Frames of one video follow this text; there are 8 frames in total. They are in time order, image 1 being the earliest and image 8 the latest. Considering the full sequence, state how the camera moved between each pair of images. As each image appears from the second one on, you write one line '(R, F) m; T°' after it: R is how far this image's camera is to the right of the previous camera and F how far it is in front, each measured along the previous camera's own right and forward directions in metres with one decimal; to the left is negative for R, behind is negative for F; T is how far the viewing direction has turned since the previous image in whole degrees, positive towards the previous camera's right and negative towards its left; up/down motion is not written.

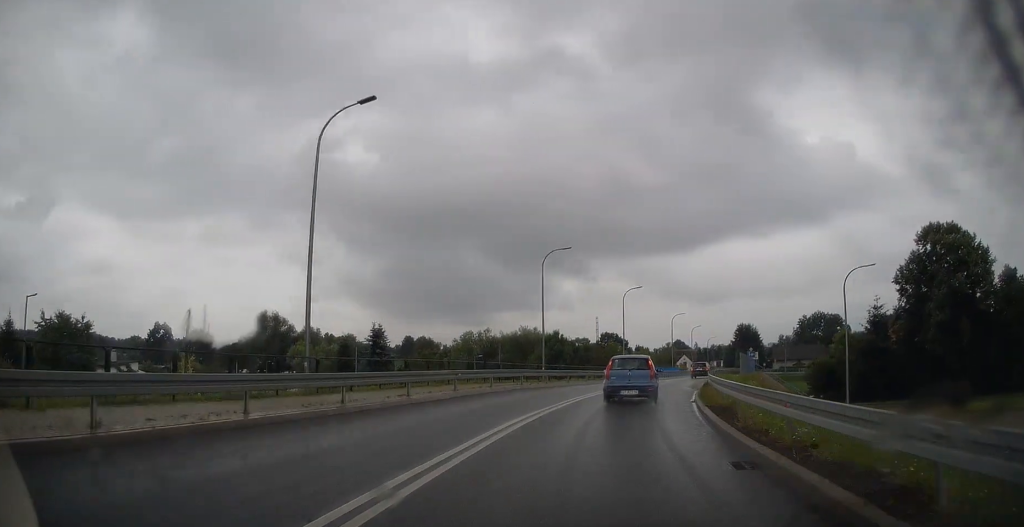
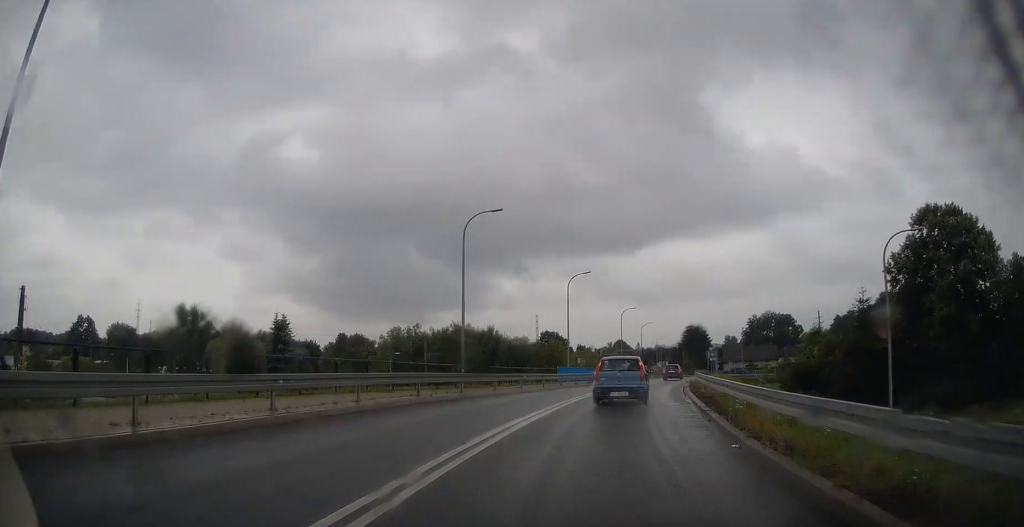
(+0.3, +10.6) m; +4°
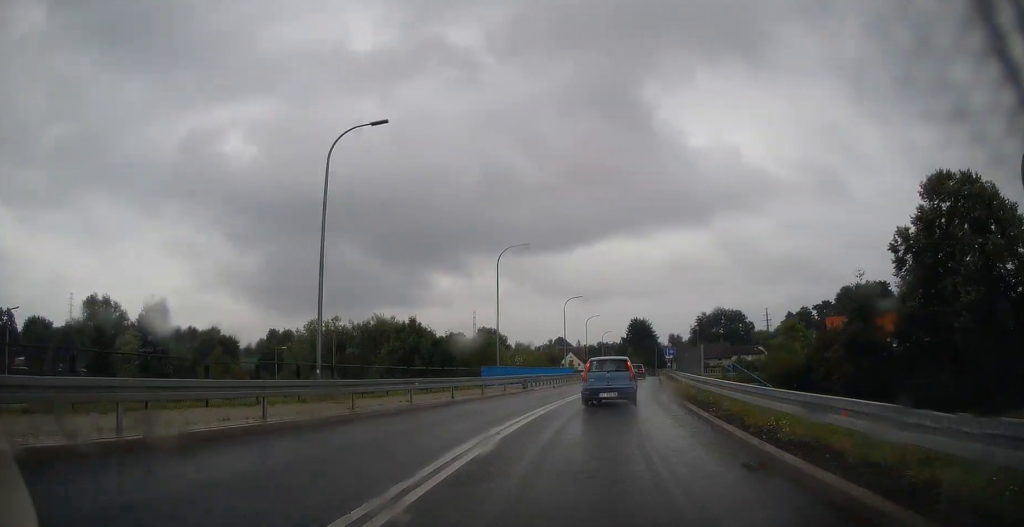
(+0.6, +11.9) m; +5°
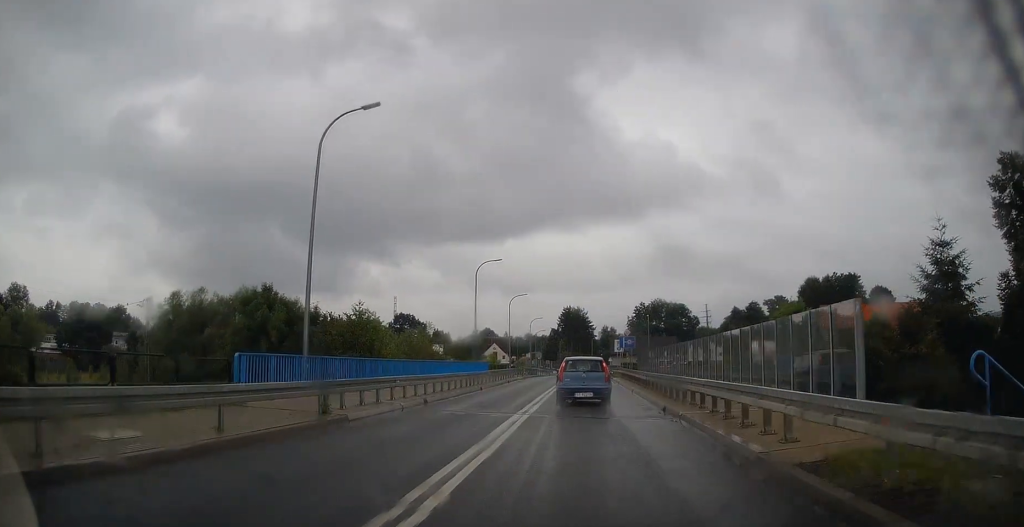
(+1.6, +21.5) m; +6°
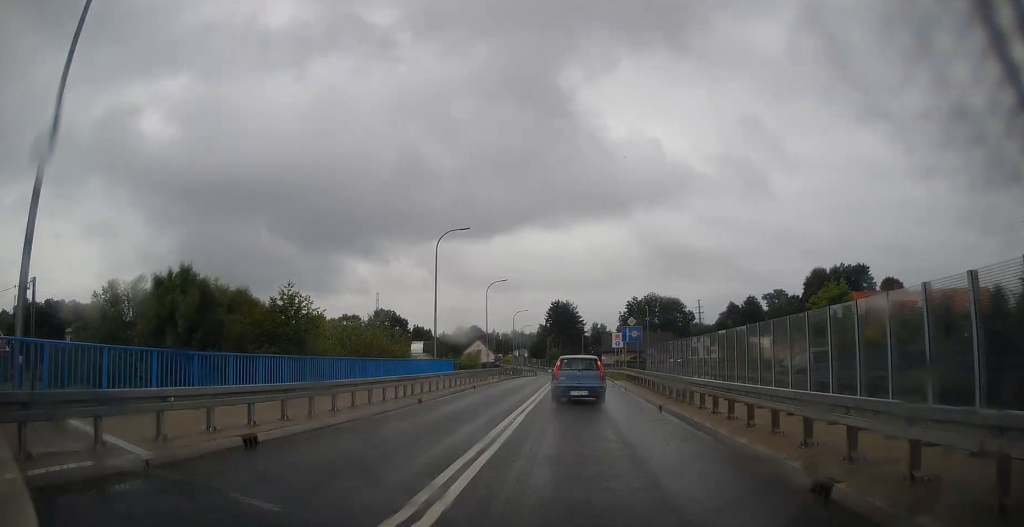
(+0.2, +11.0) m; +2°
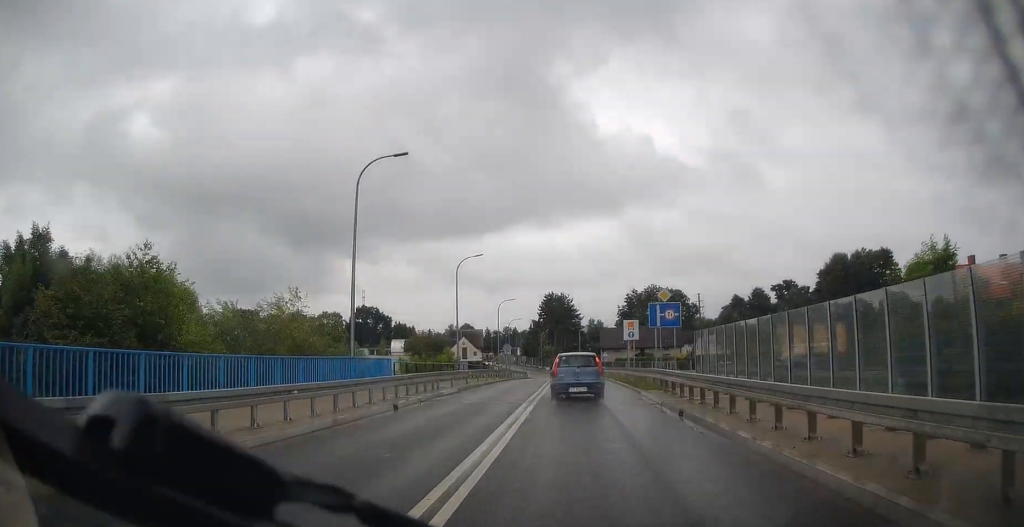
(+0.2, +13.9) m; +1°
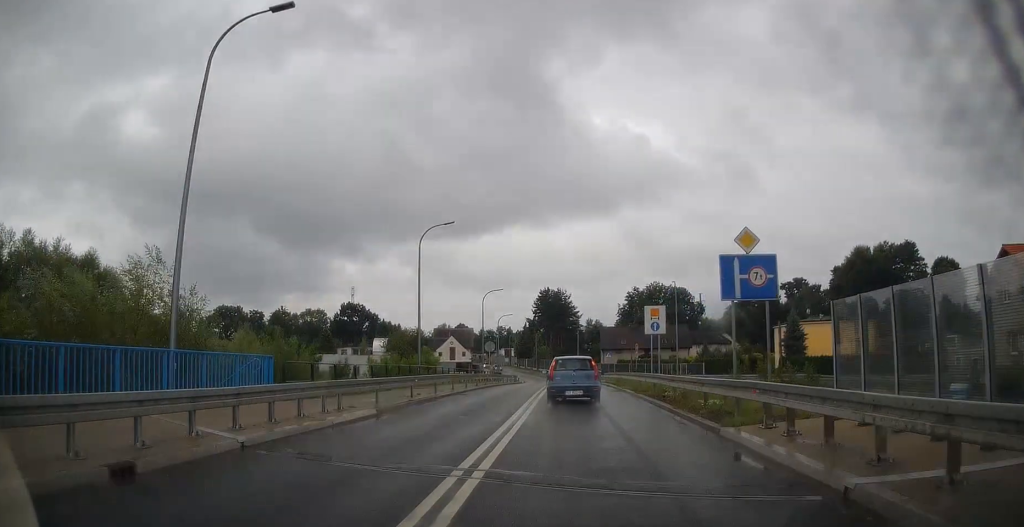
(+0.1, +11.1) m; 0°
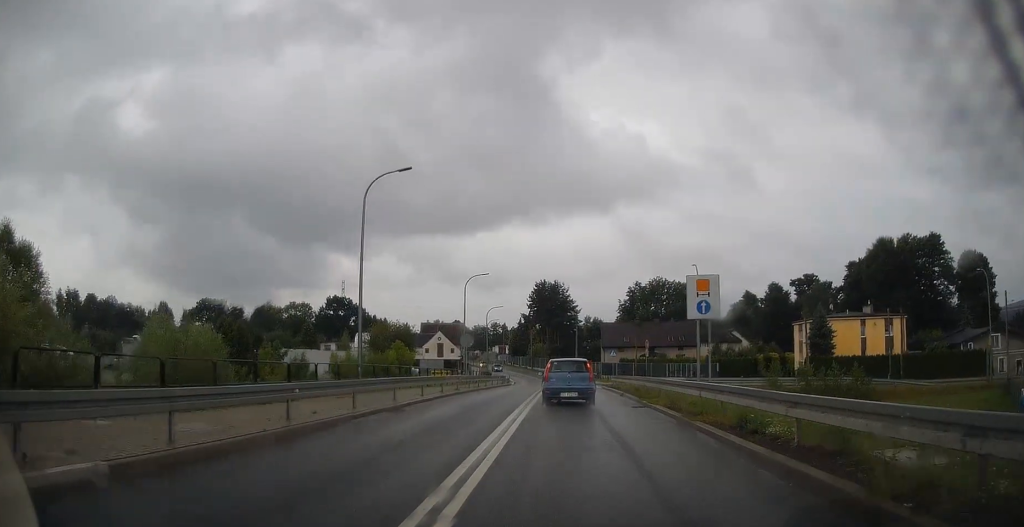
(-0.1, +9.7) m; 0°
